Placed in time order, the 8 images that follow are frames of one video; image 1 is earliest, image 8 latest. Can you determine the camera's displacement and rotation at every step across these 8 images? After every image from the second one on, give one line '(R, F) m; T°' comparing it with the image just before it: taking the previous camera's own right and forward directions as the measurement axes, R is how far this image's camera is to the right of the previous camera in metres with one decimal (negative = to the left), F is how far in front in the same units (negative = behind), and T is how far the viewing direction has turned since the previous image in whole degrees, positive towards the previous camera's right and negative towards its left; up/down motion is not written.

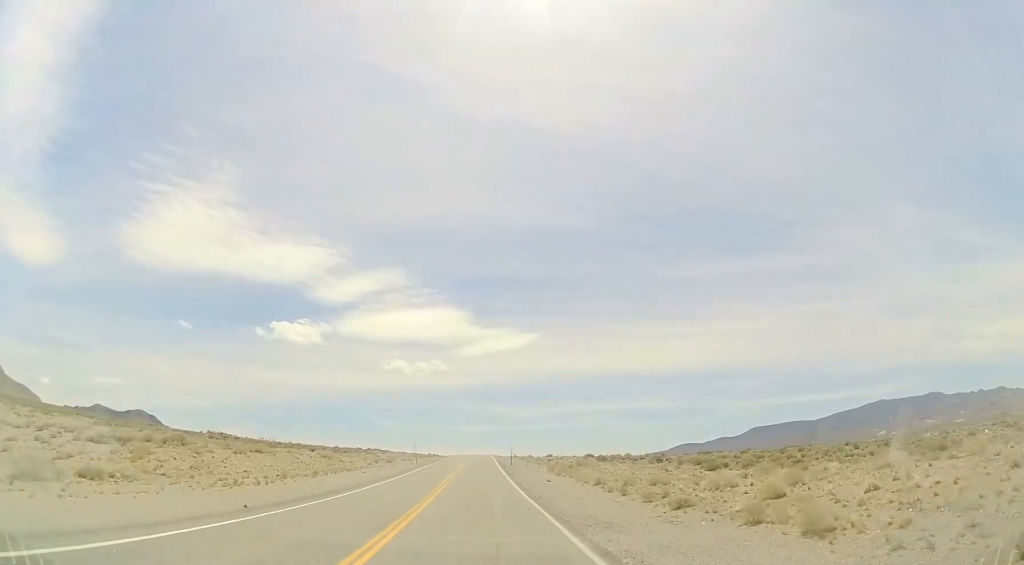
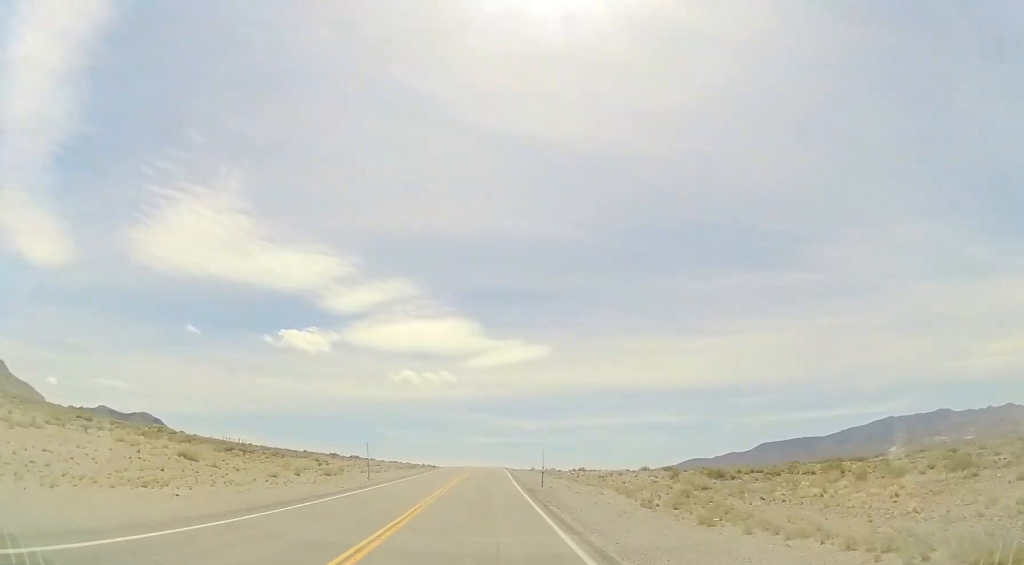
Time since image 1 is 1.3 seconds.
(+0.5, +28.8) m; +1°
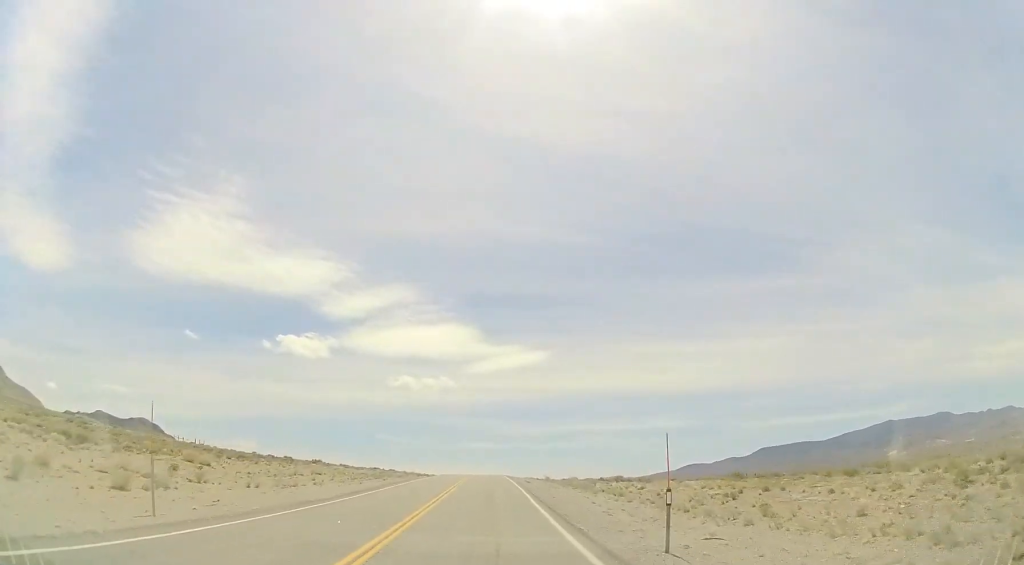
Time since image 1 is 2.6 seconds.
(-0.3, +25.0) m; -1°
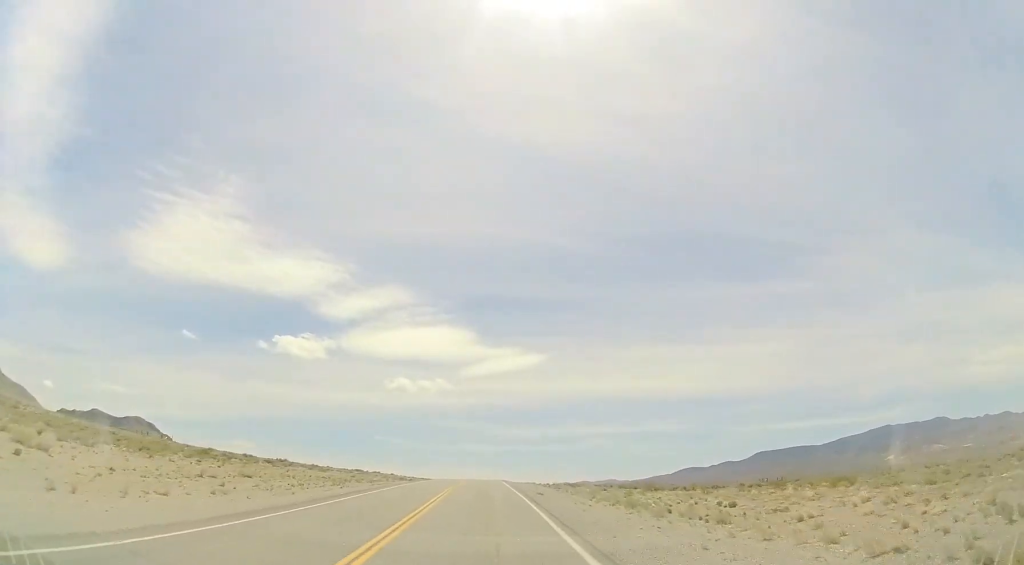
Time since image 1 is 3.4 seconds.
(+0.1, +13.8) m; +1°
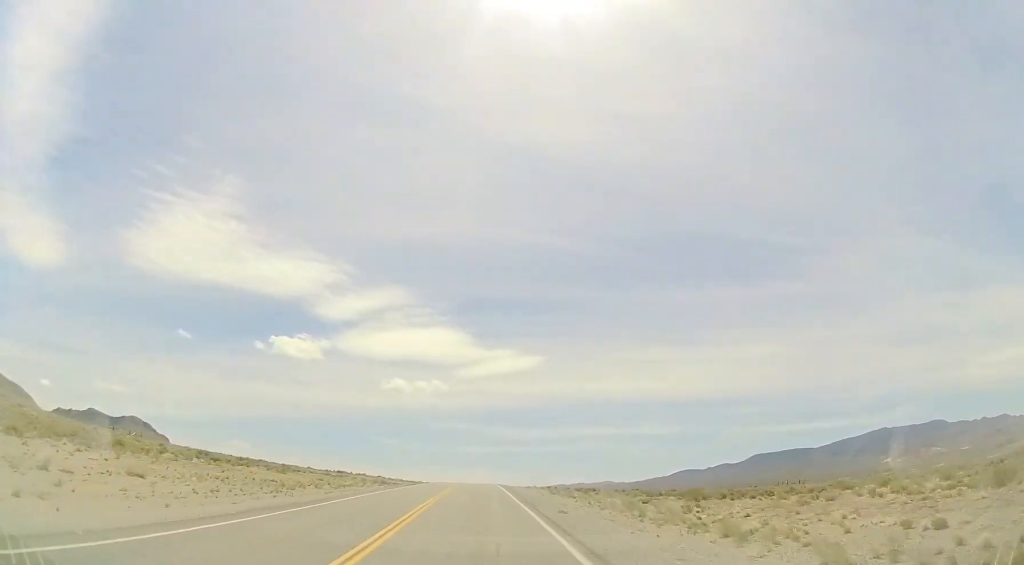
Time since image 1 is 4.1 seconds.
(+0.1, +11.5) m; +1°
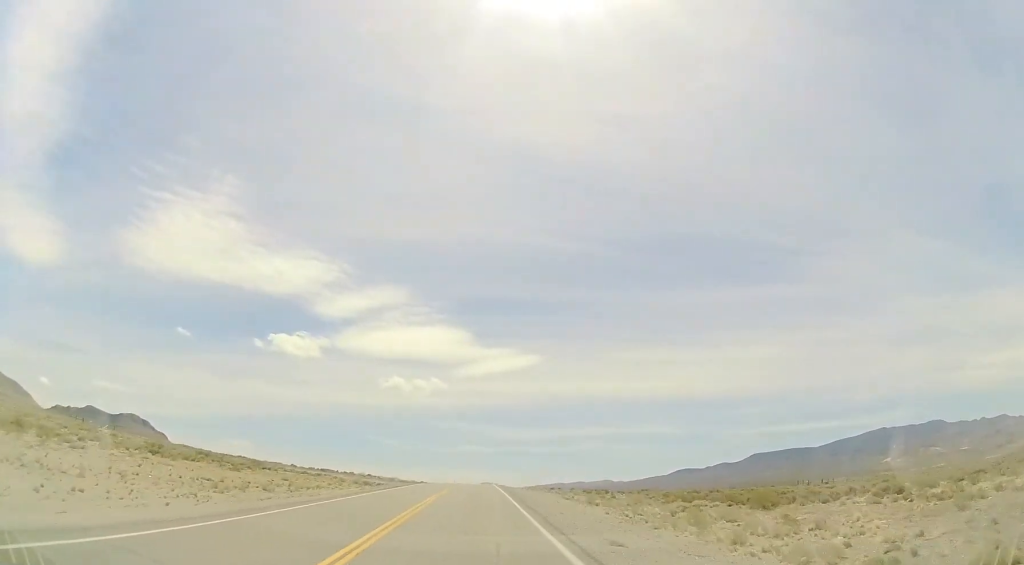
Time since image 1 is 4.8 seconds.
(-0.1, +9.1) m; +1°
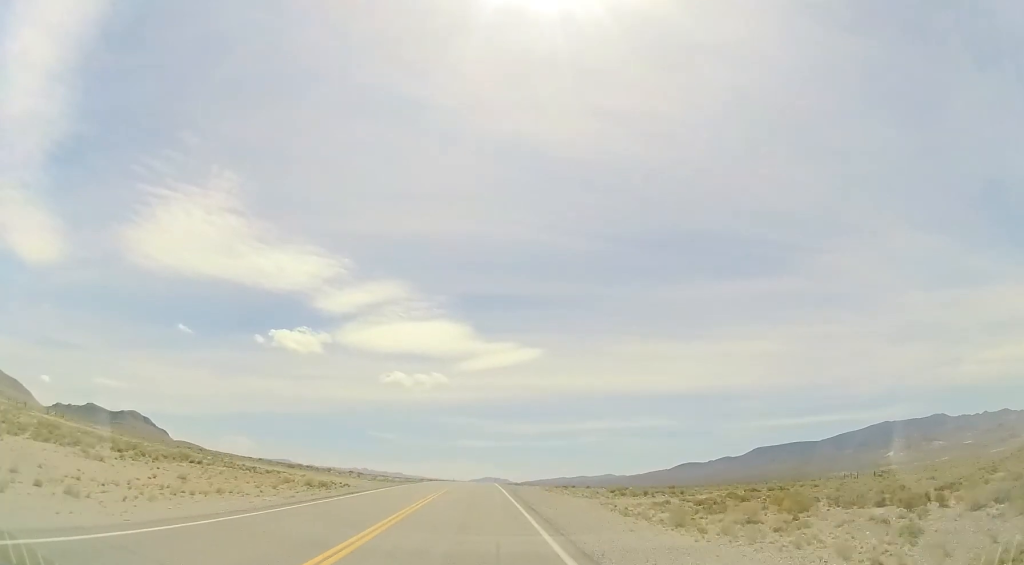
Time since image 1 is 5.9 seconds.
(+0.4, +14.8) m; +1°
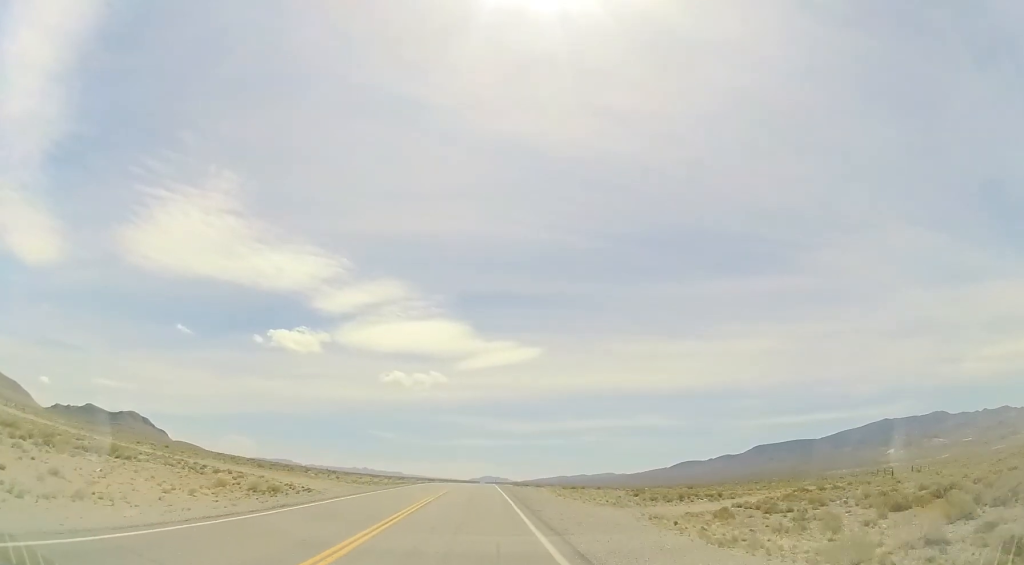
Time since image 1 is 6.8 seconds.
(0.0, +9.7) m; -2°
